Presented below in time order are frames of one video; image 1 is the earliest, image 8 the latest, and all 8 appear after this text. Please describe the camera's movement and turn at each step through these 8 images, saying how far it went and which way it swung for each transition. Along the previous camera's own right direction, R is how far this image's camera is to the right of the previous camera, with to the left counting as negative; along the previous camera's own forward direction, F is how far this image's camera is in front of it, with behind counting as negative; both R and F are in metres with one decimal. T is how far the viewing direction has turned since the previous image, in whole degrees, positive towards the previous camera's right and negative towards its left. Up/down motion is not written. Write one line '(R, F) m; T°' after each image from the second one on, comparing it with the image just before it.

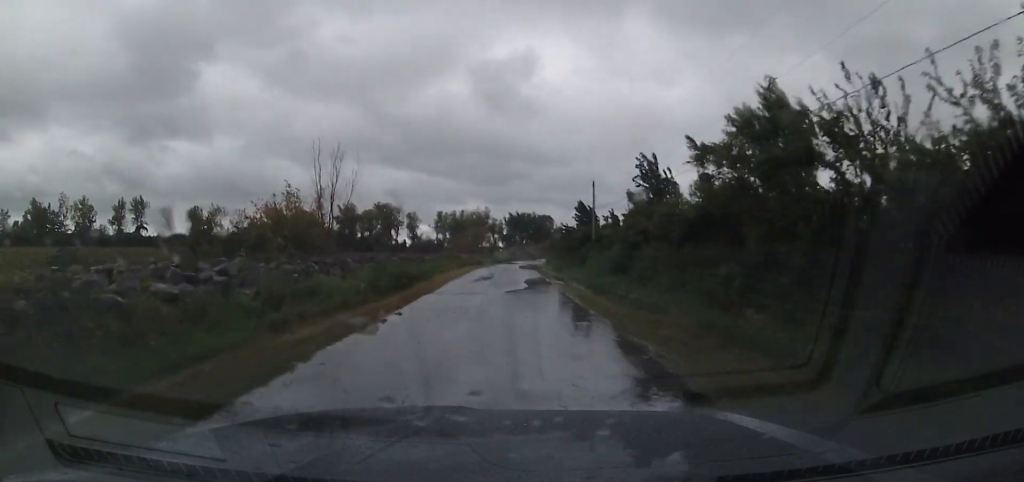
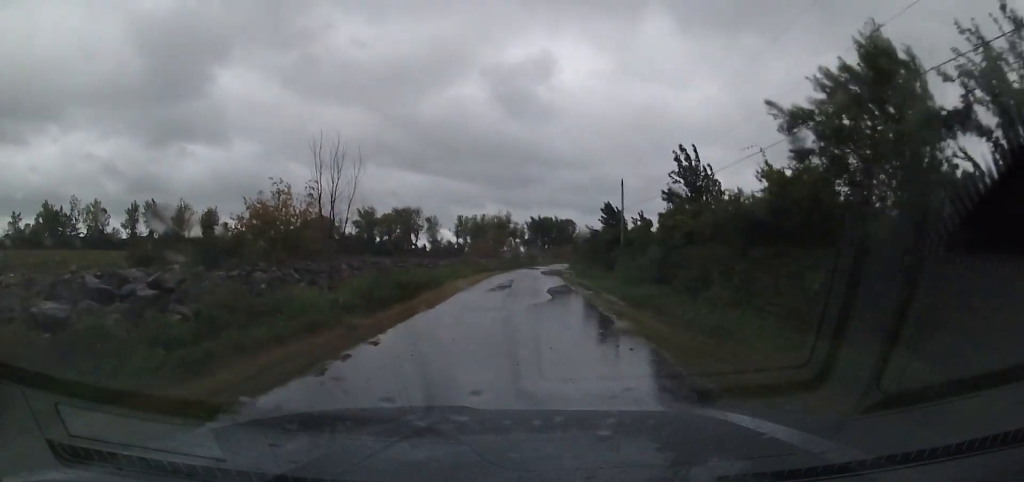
(0.0, +3.9) m; 0°
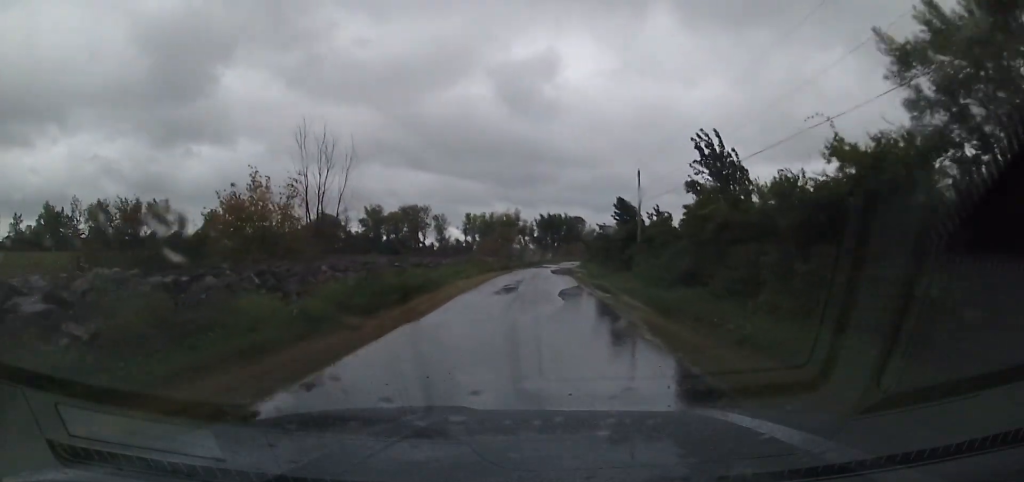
(0.0, +3.4) m; 0°
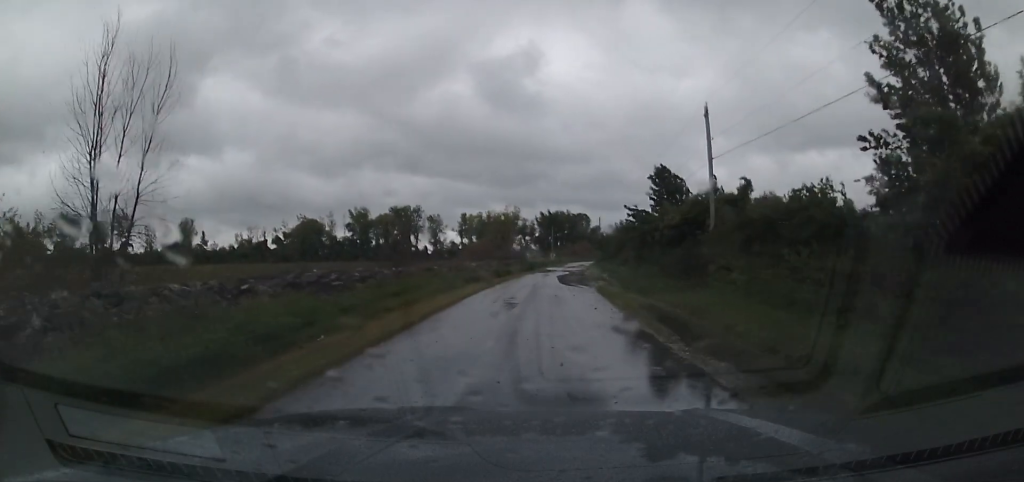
(-0.1, +18.1) m; -1°
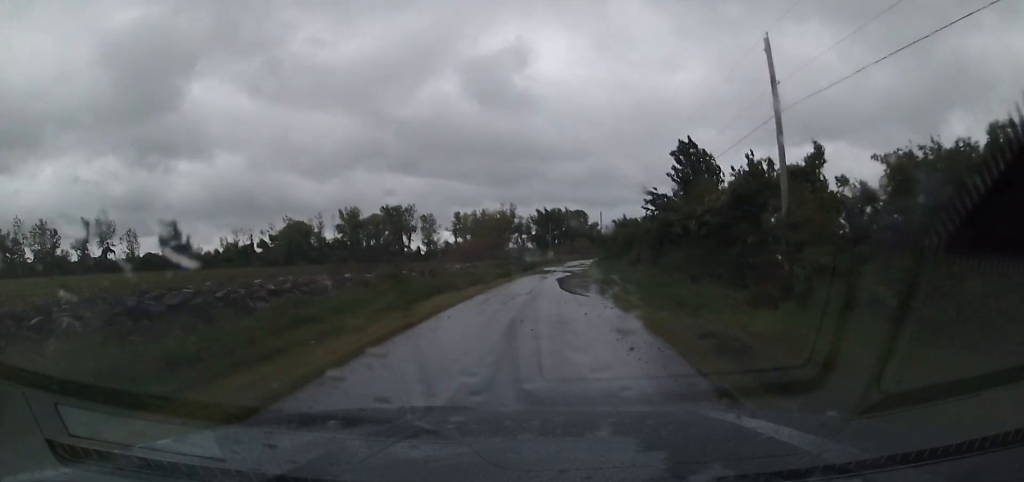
(-0.1, +7.9) m; 0°
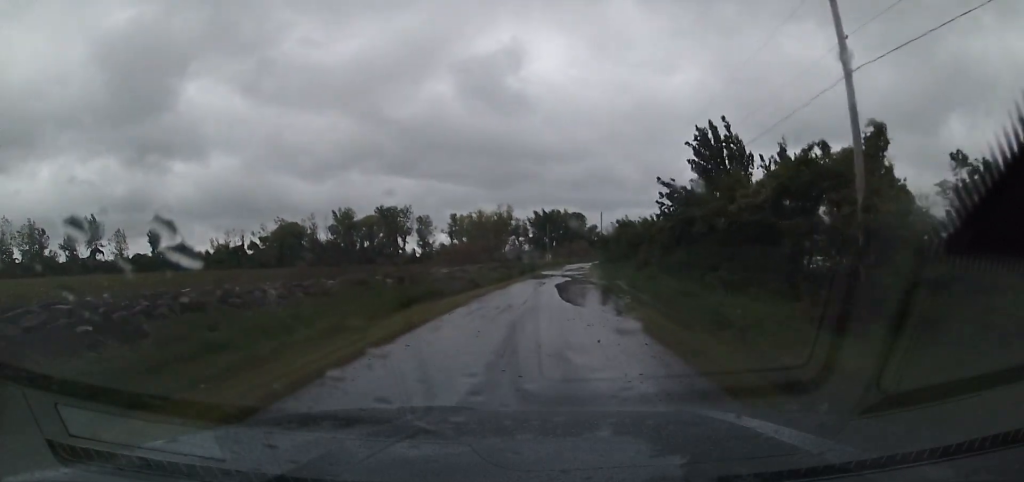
(0.0, +4.5) m; 0°
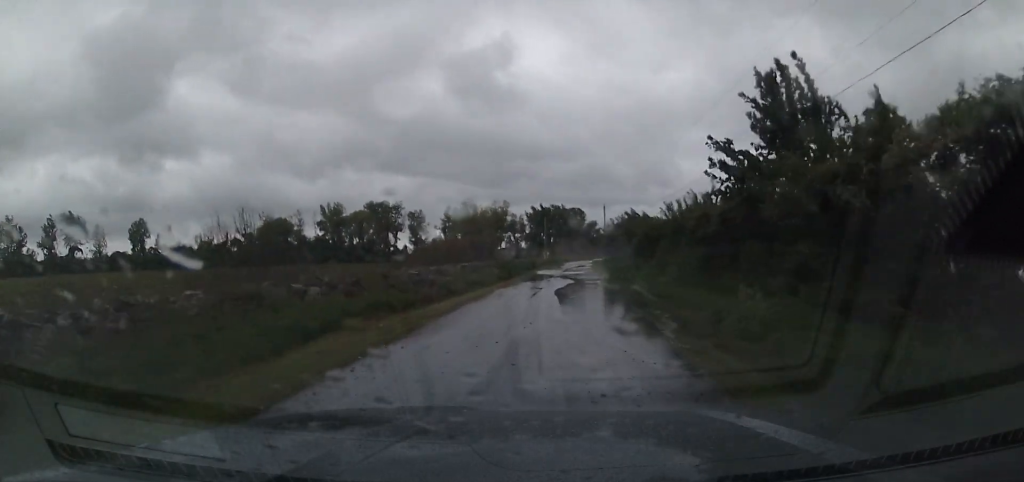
(+0.1, +8.7) m; +2°
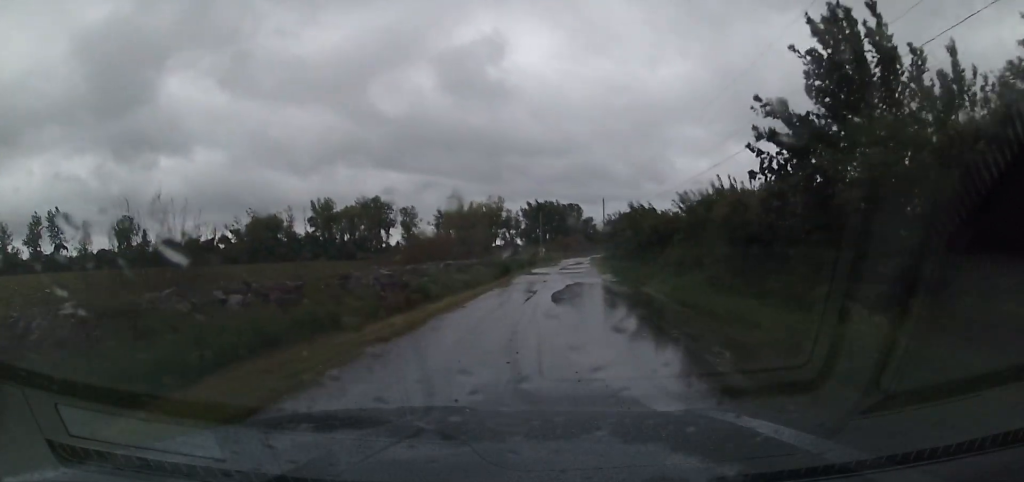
(+0.1, +4.7) m; +1°
